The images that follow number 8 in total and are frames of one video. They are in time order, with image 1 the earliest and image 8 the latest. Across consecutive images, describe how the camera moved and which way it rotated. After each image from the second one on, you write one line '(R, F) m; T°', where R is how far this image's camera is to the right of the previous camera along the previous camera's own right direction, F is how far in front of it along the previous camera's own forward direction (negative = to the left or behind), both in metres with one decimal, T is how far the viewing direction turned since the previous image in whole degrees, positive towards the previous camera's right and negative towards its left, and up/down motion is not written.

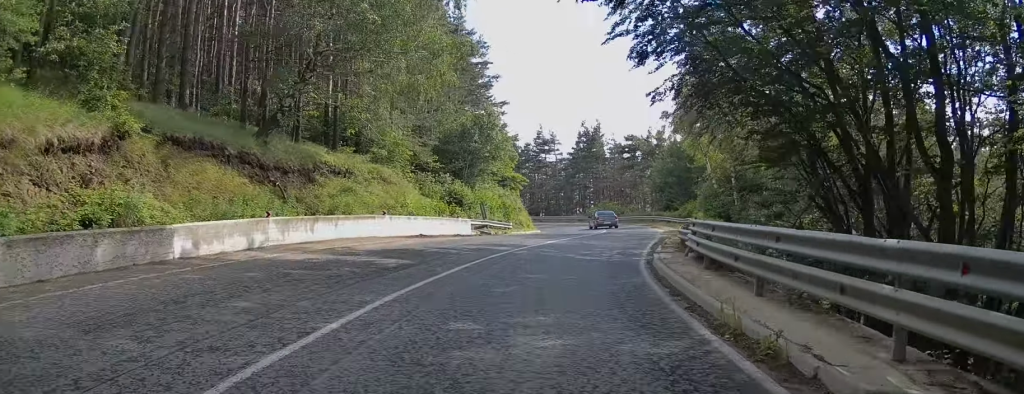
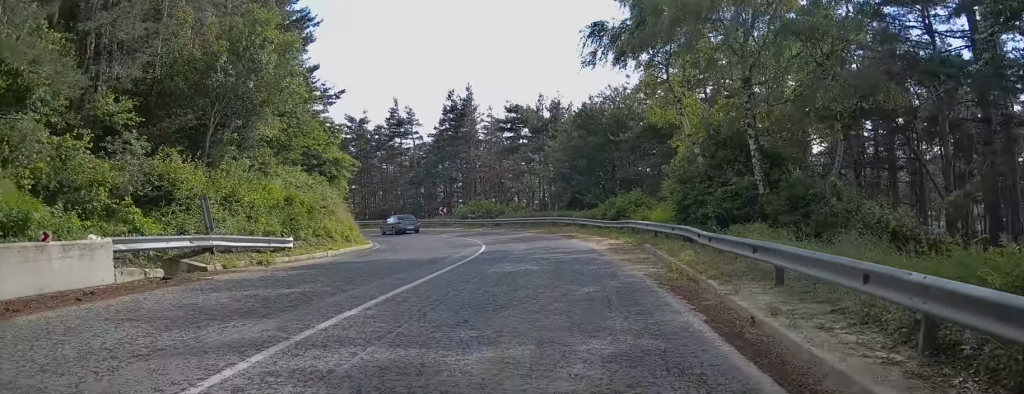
(+1.3, +19.7) m; +4°
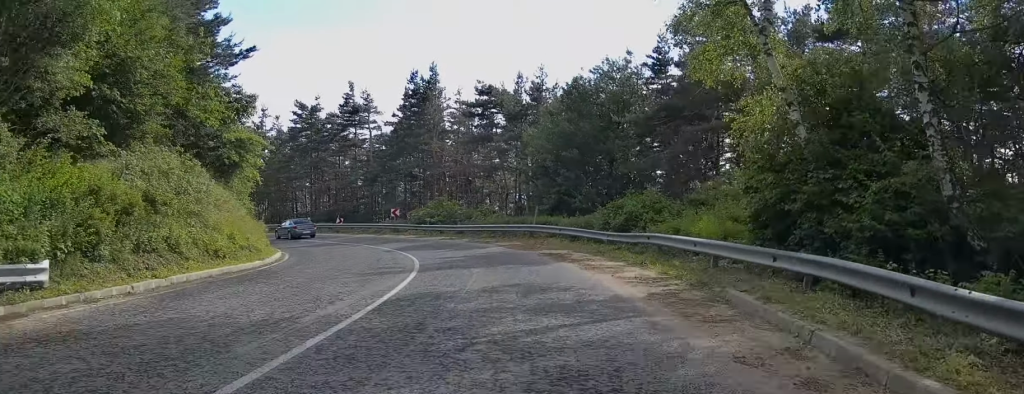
(0.0, +9.4) m; -1°
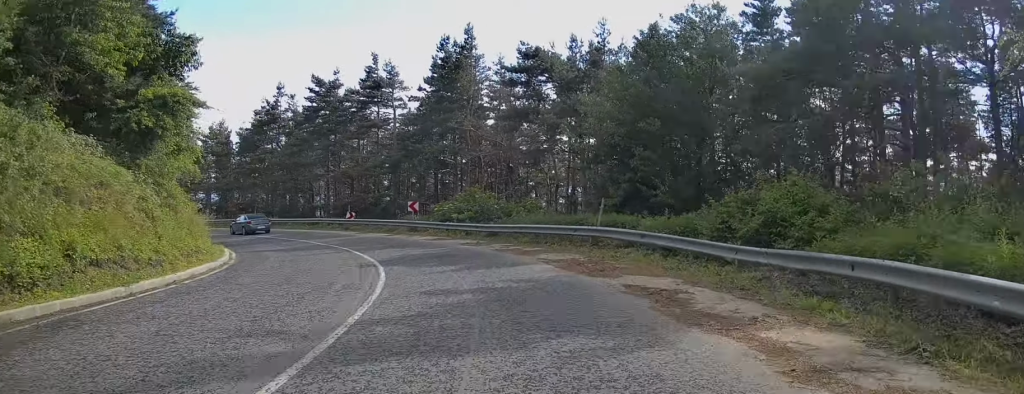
(+0.1, +9.1) m; -3°
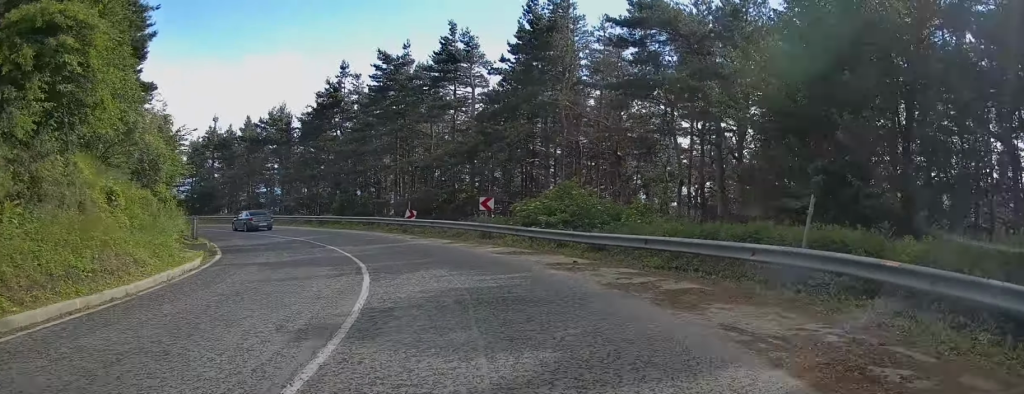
(-0.2, +8.7) m; -8°
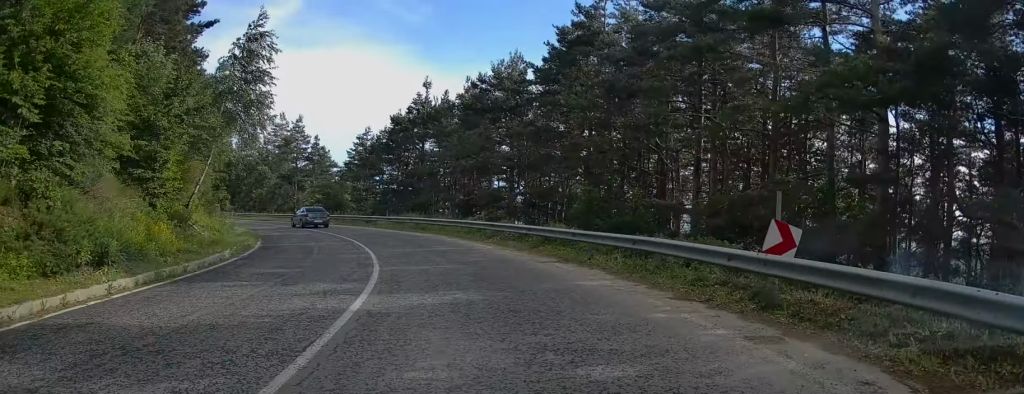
(-4.9, +22.2) m; -23°
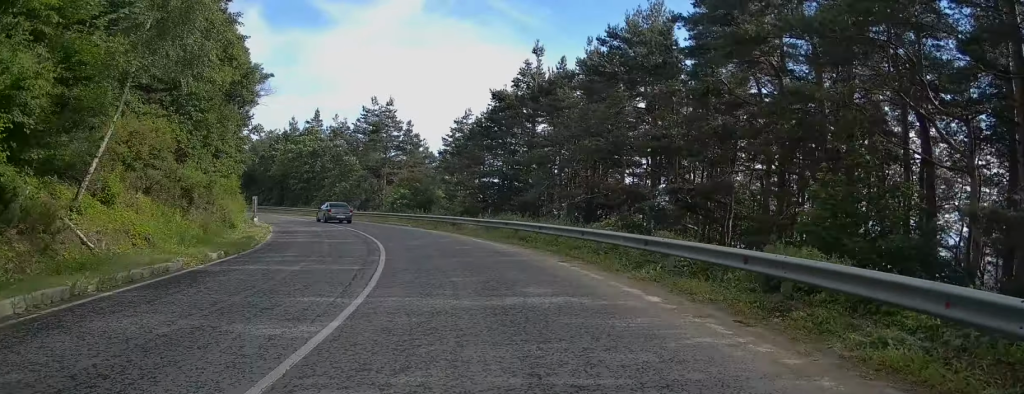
(-0.9, +12.2) m; -9°
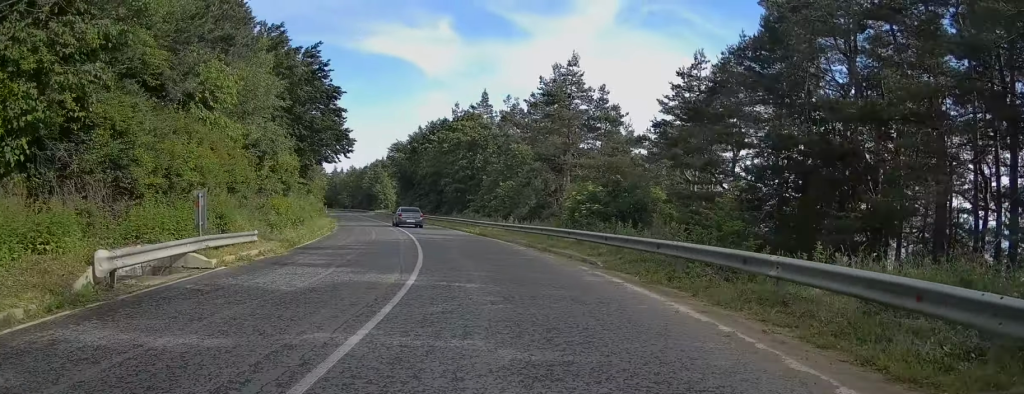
(-2.6, +22.7) m; -13°
